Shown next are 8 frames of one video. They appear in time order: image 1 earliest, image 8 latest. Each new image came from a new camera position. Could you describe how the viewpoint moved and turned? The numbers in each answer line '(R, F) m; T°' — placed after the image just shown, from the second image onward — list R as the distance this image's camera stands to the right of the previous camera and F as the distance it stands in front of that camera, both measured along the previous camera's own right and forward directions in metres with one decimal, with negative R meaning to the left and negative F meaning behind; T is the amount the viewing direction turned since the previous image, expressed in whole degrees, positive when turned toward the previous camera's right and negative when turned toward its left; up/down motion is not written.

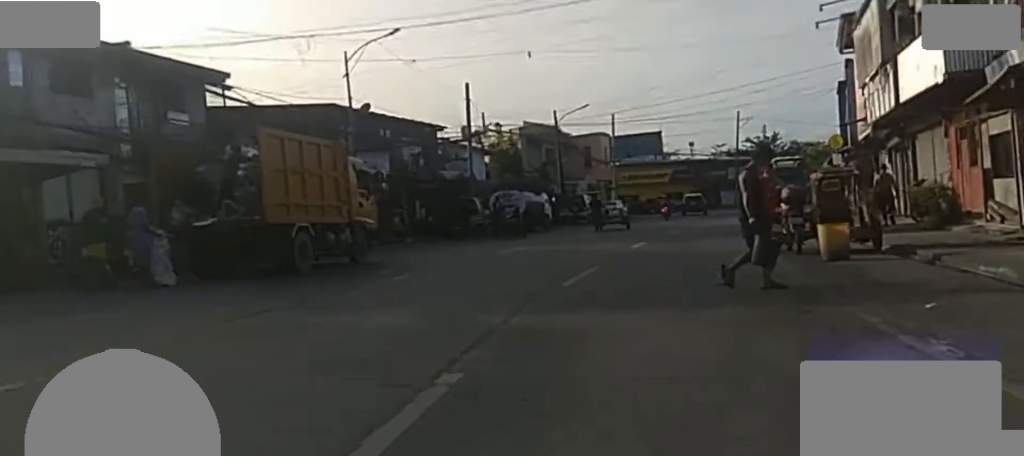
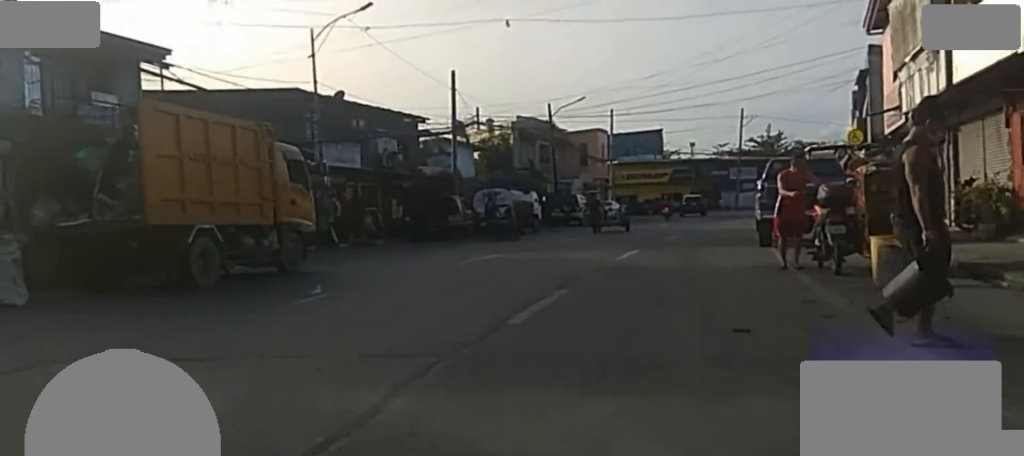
(-0.5, +3.4) m; 0°
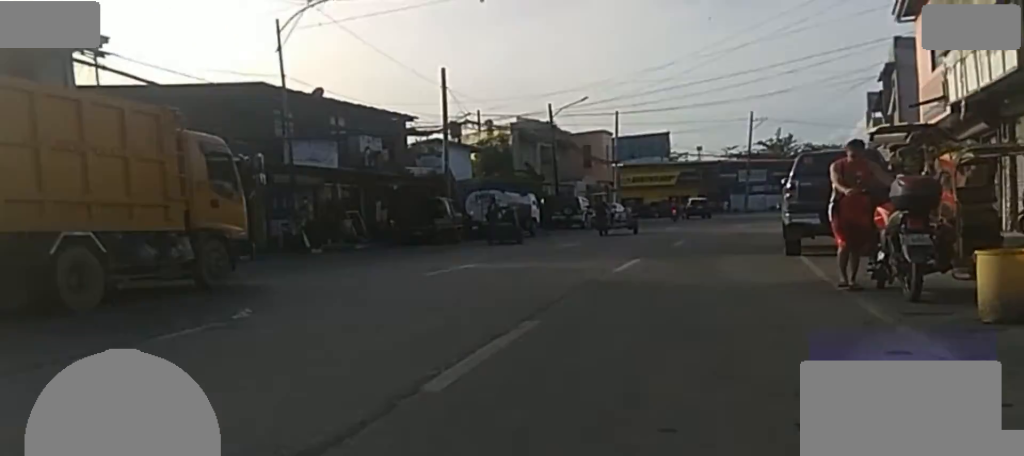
(-0.7, +3.2) m; 0°
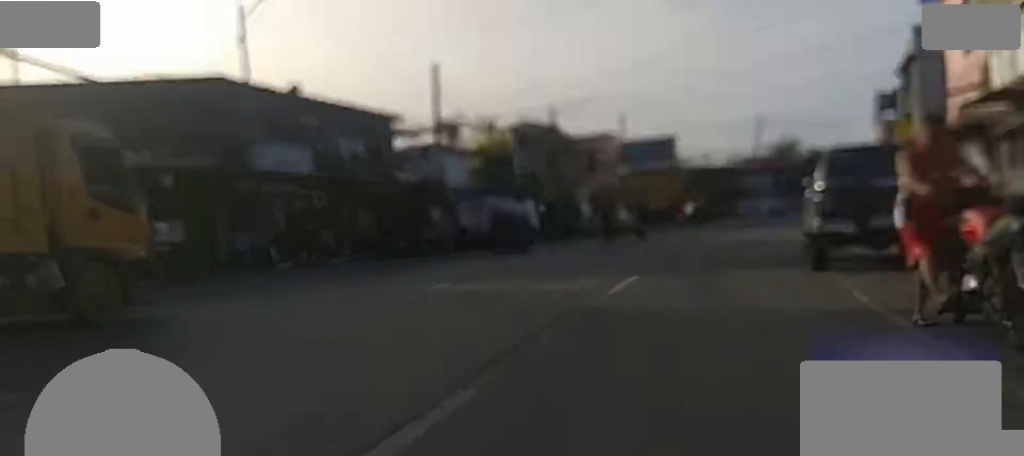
(+0.6, +2.8) m; +1°
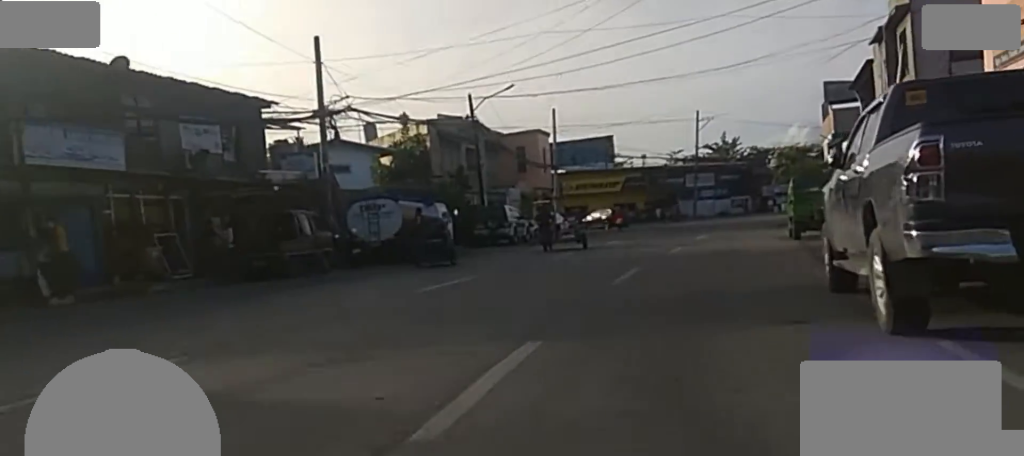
(-0.1, +6.8) m; +4°
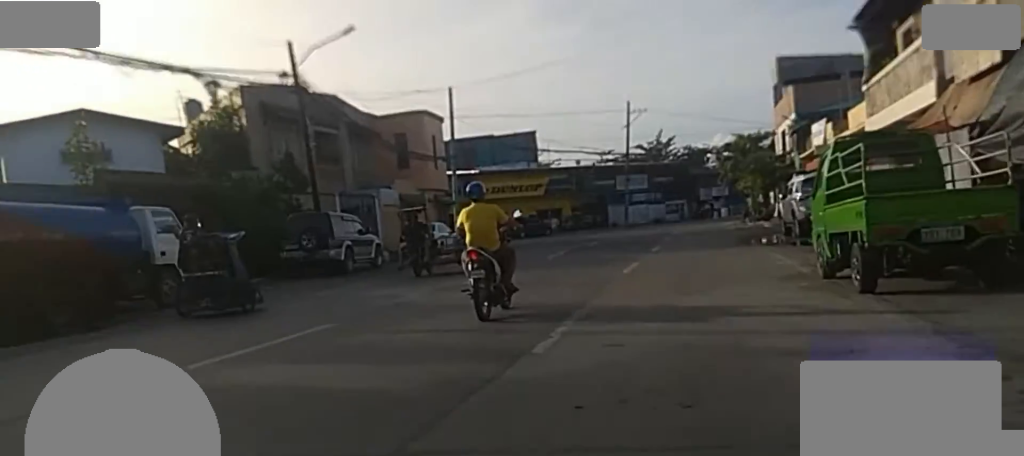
(+2.5, +14.9) m; +9°
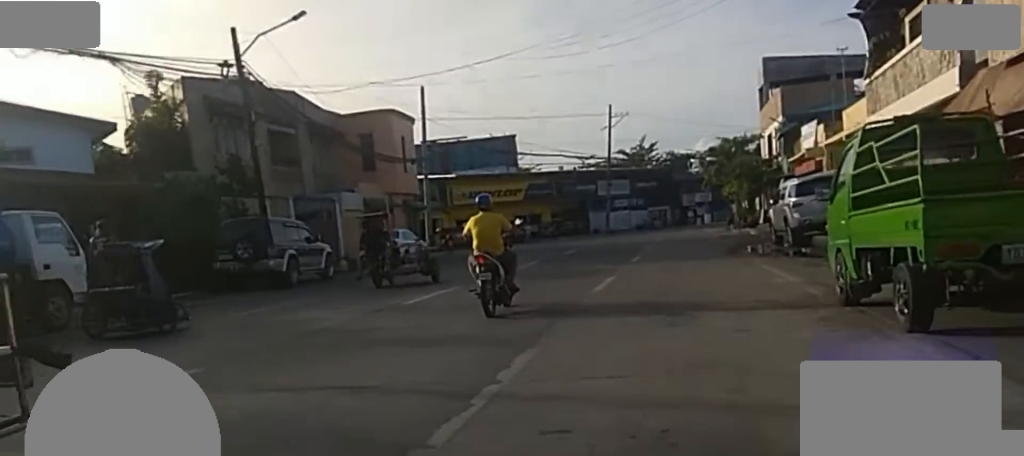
(0.0, +3.0) m; 0°
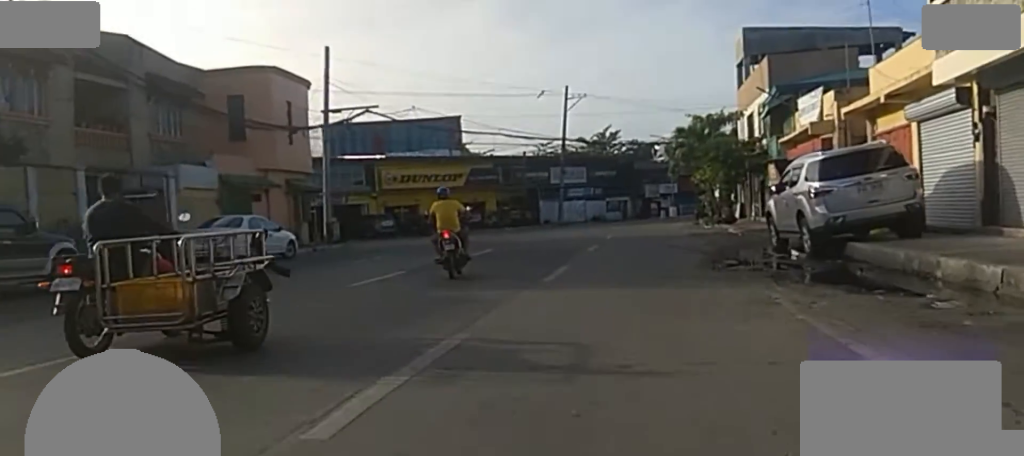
(0.0, +10.1) m; 0°
